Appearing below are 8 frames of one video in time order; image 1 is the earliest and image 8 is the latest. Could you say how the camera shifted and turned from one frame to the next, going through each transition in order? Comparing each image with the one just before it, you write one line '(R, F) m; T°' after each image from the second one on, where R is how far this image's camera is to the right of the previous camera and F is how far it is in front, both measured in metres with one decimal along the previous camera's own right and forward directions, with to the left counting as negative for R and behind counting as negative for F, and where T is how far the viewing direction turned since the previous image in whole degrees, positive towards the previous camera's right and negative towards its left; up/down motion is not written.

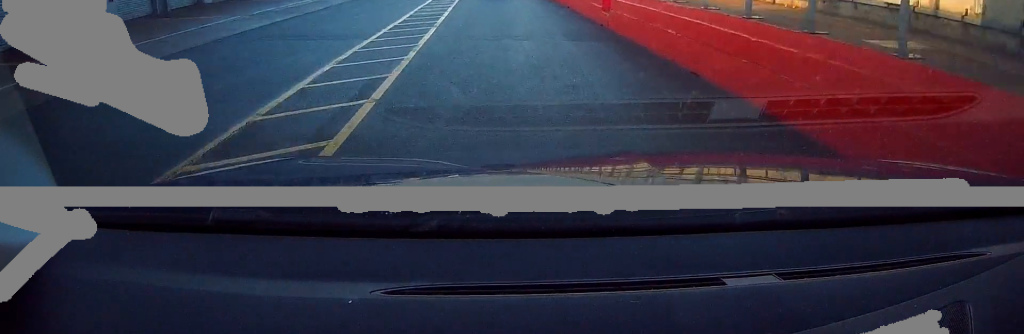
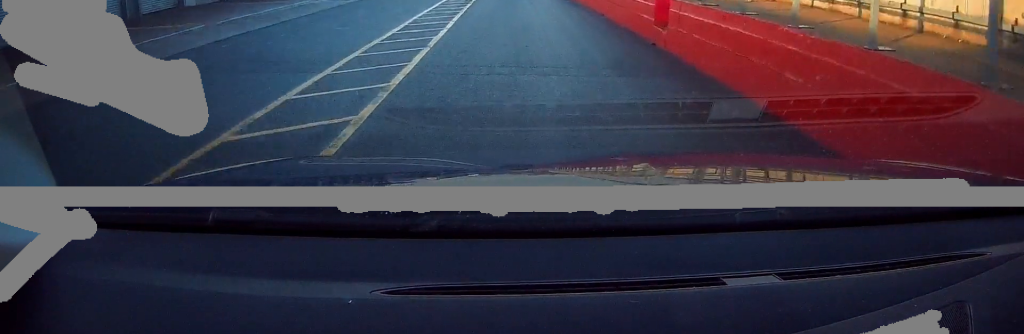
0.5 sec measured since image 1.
(0.0, +3.7) m; -1°
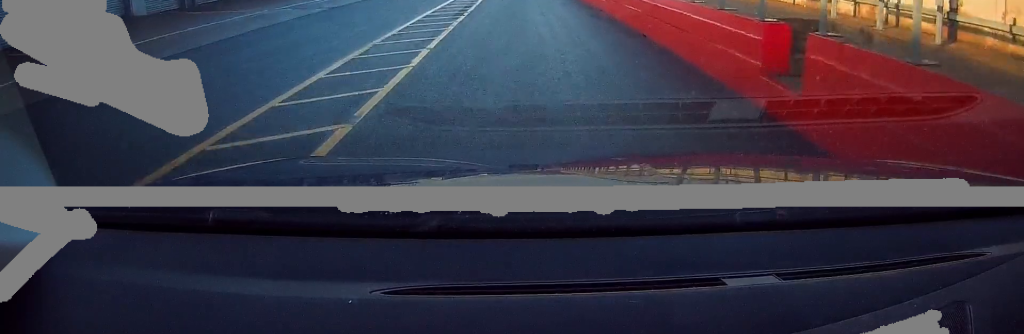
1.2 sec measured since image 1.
(+0.3, +4.5) m; -1°
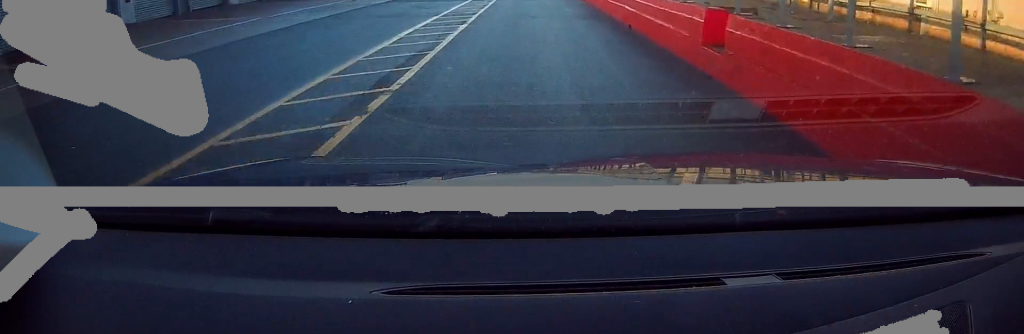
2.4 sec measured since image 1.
(-0.6, +10.3) m; -2°
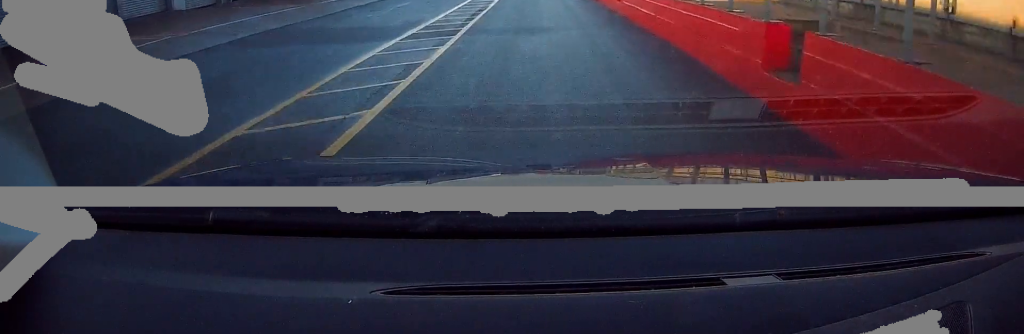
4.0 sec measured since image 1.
(-0.2, +14.5) m; -1°
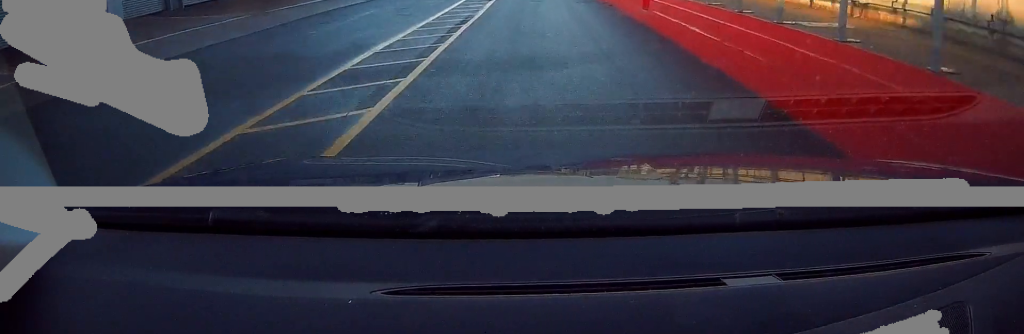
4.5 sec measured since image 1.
(0.0, +4.5) m; 0°
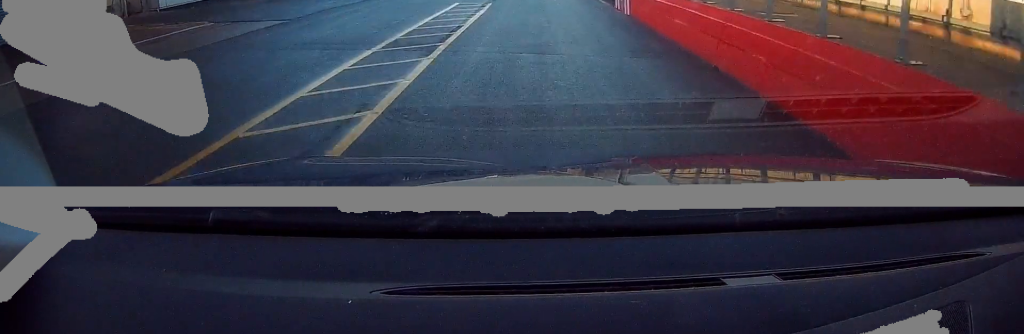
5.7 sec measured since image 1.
(+0.2, +11.9) m; 0°
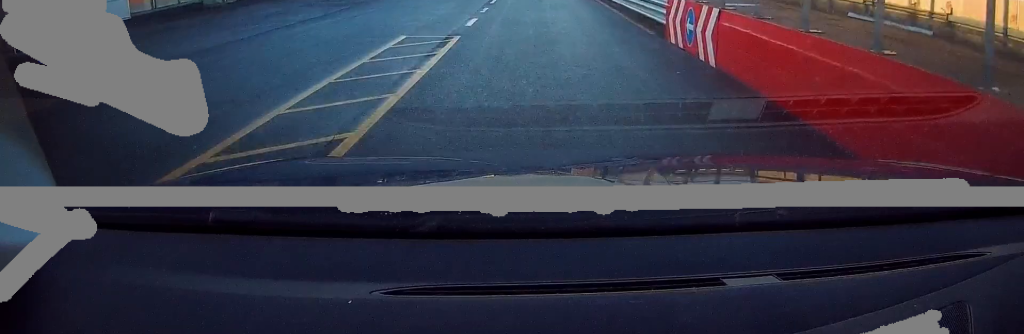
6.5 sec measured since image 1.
(-0.1, +7.8) m; 0°
